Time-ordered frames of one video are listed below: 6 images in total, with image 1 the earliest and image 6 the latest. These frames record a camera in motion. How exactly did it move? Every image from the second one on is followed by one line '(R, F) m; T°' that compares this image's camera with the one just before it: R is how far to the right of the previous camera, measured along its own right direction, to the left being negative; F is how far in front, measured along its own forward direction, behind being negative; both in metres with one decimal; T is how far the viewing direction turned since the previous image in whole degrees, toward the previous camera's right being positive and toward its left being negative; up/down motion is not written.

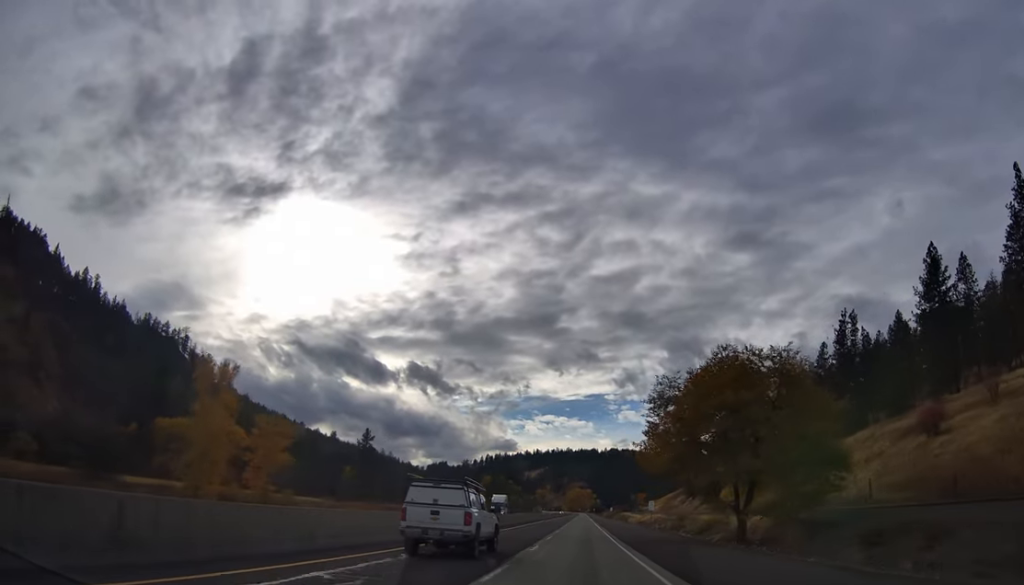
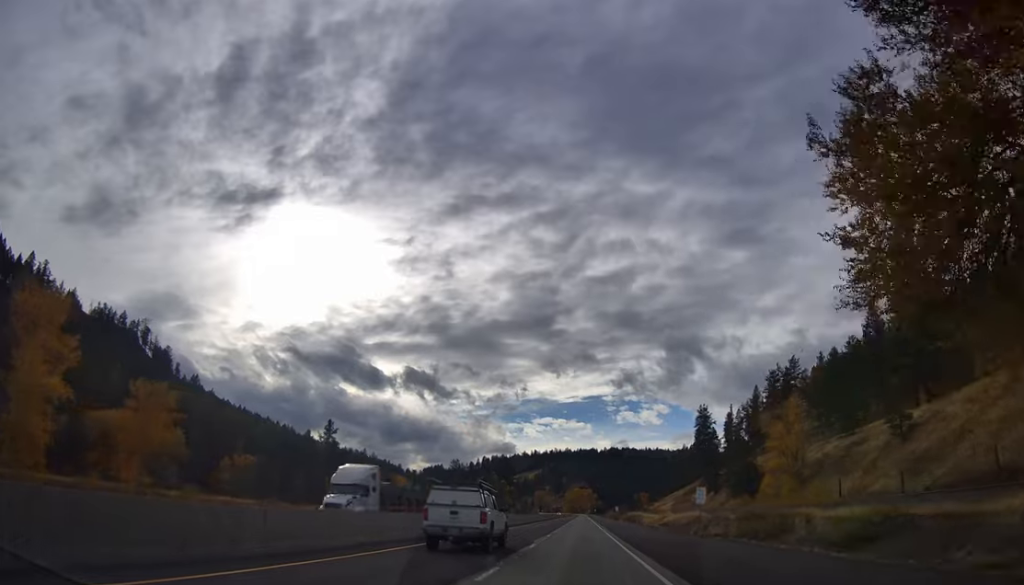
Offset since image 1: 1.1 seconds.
(-0.9, +35.9) m; -2°
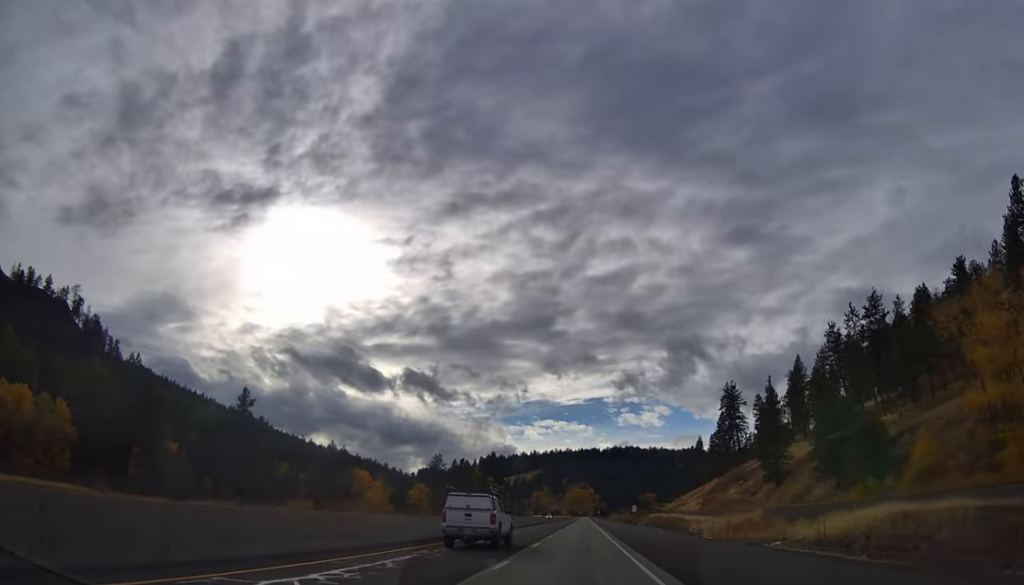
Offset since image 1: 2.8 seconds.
(-1.5, +57.2) m; -1°
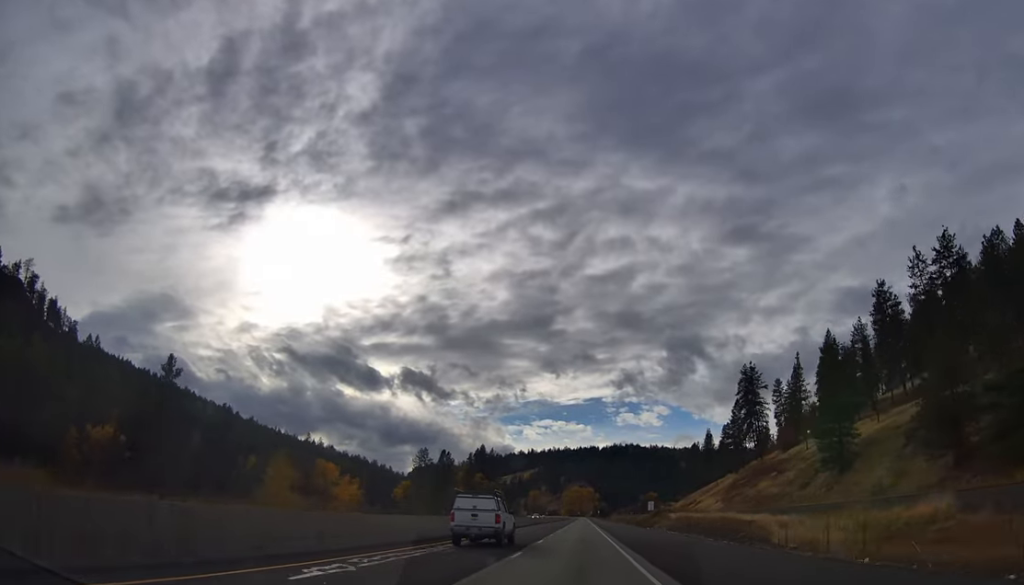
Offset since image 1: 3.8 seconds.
(+0.7, +31.8) m; +1°
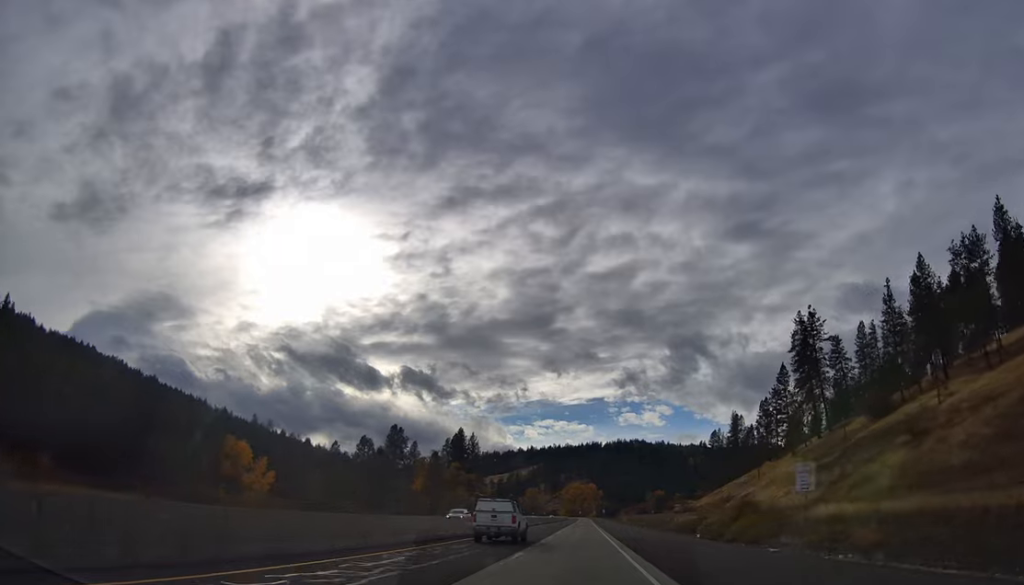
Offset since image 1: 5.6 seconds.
(+0.3, +60.7) m; 0°
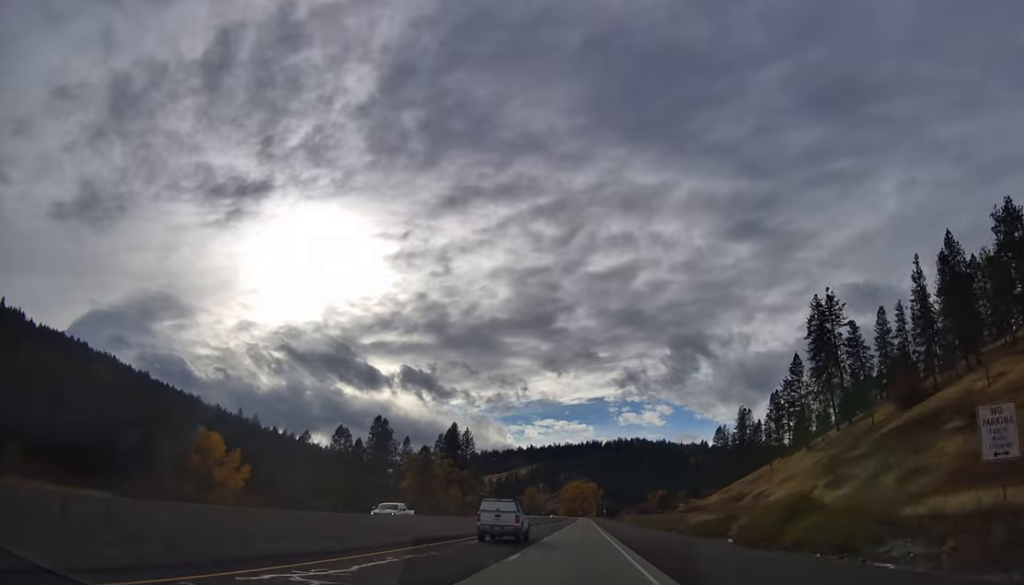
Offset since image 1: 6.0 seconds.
(+0.2, +13.3) m; 0°
